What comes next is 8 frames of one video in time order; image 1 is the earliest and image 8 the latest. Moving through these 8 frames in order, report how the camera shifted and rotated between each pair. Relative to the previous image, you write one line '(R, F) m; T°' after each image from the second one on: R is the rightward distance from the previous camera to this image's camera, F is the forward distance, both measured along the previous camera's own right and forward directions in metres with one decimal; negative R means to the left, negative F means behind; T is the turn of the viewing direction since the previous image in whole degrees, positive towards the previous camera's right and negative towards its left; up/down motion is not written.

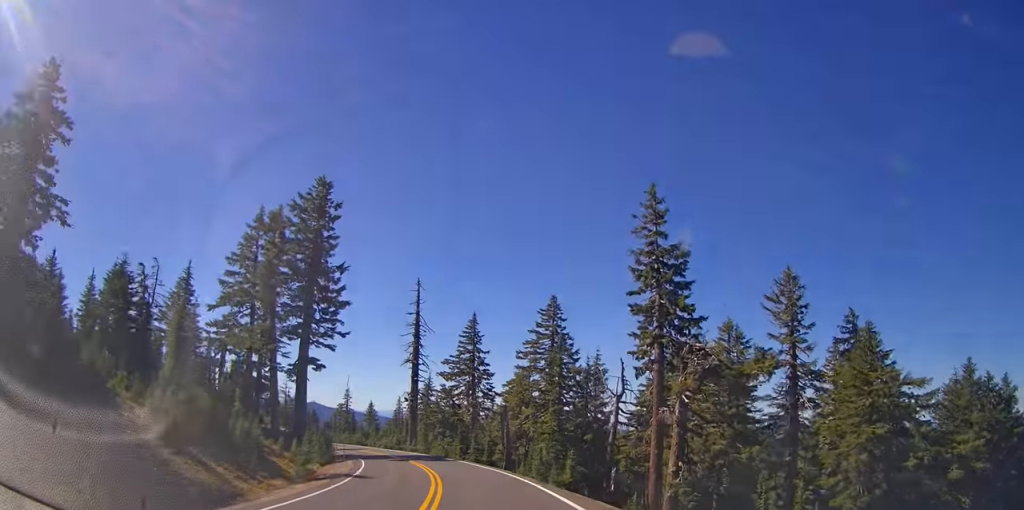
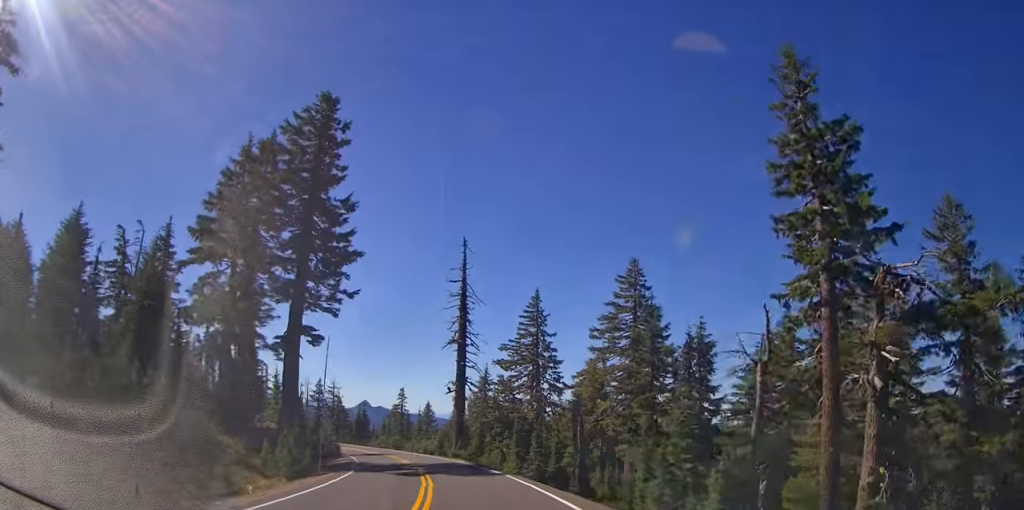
(-1.0, +15.4) m; -10°
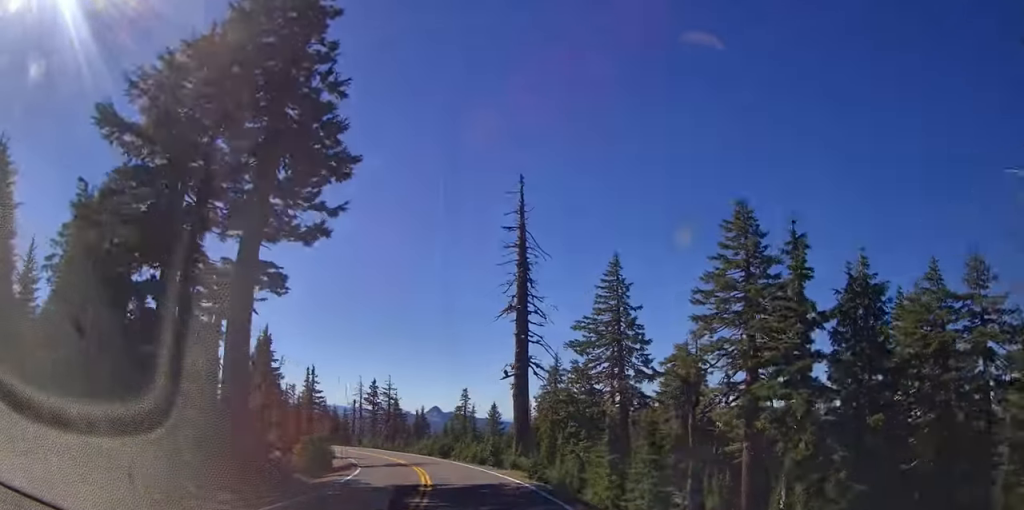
(-1.5, +14.8) m; -8°
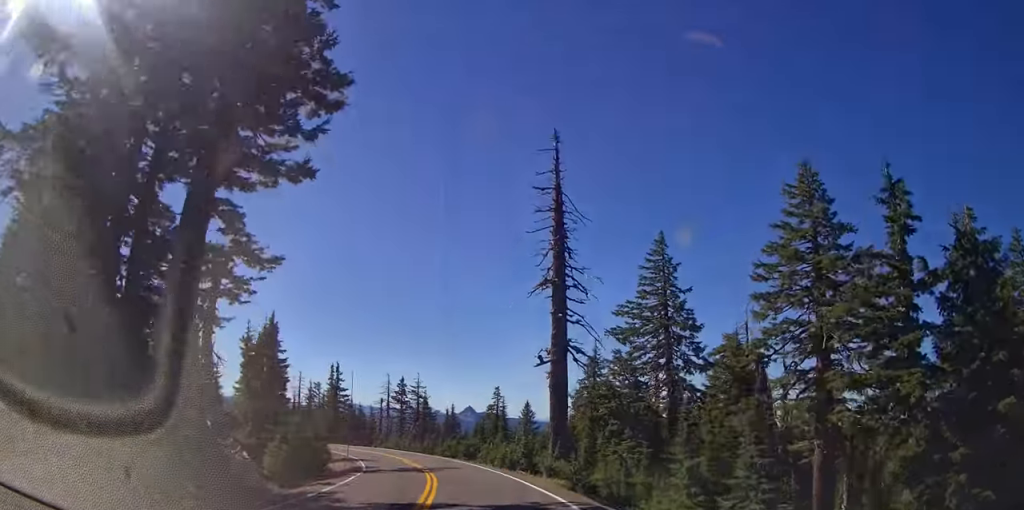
(-0.3, +6.4) m; -2°
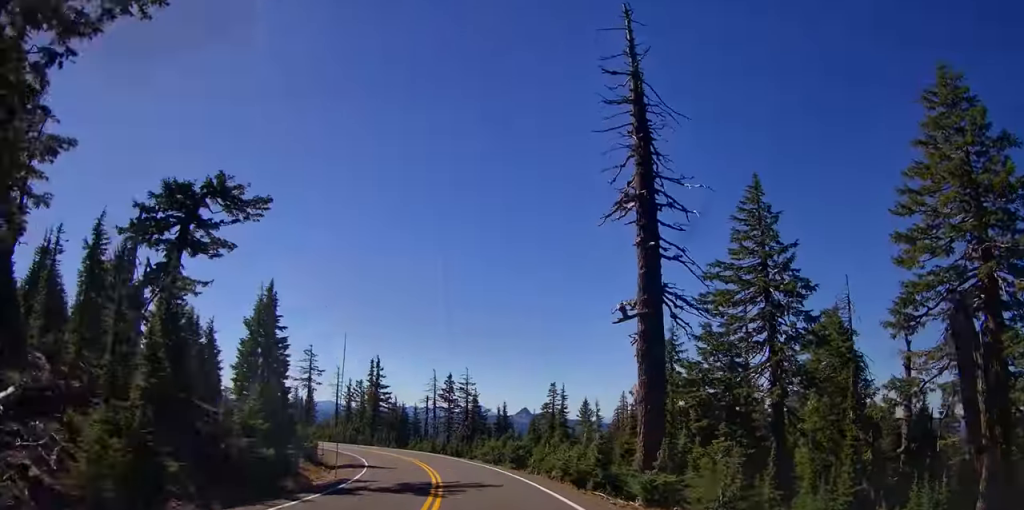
(-0.2, +11.8) m; -3°
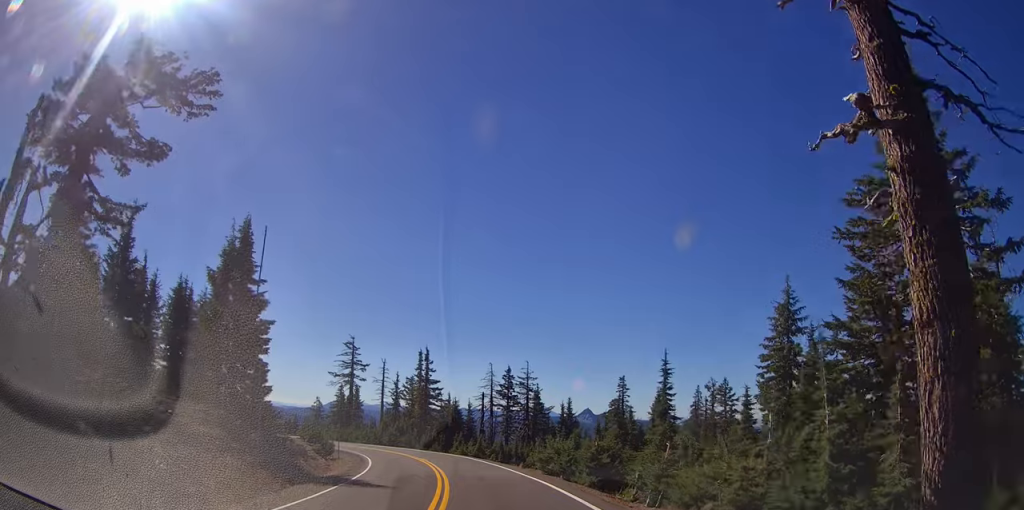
(-0.3, +13.4) m; -5°
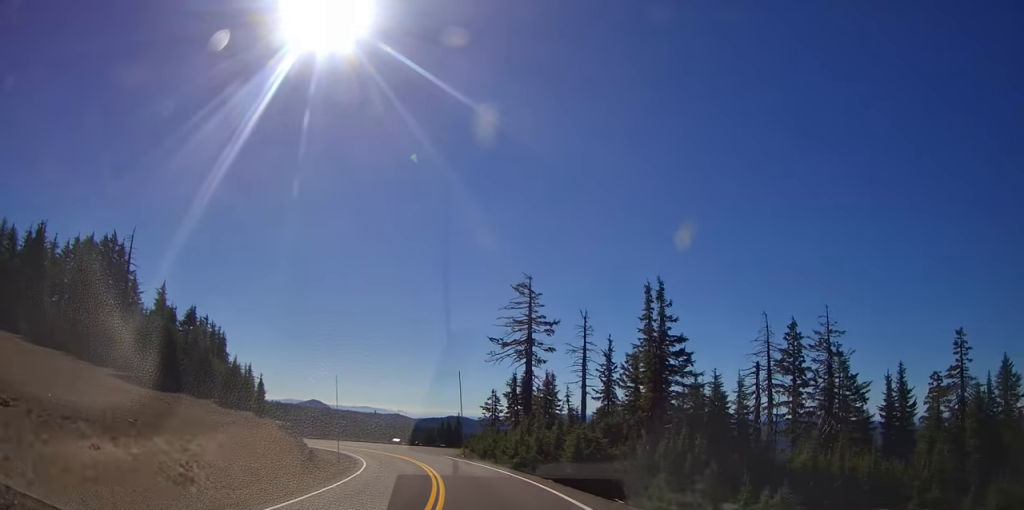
(-11.9, +48.9) m; -24°
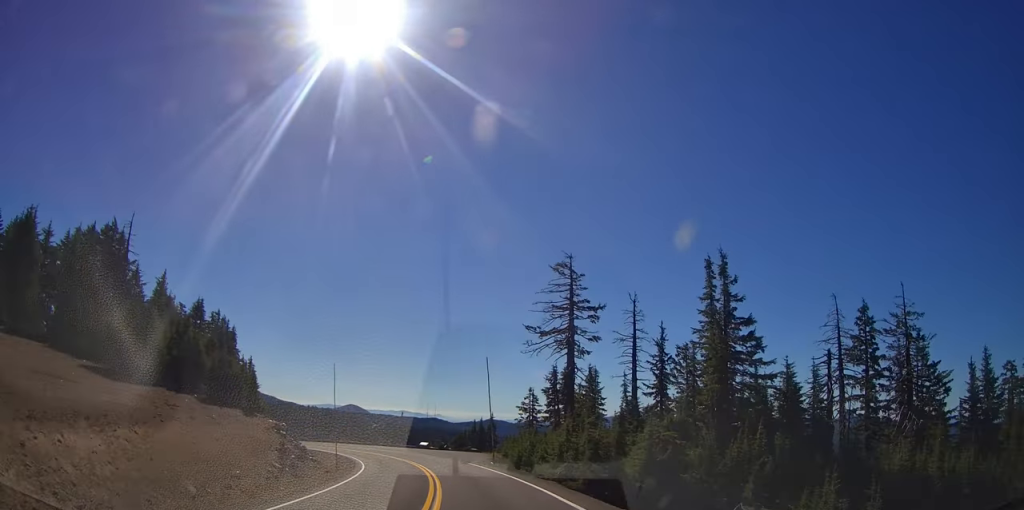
(-0.3, +9.1) m; -3°
